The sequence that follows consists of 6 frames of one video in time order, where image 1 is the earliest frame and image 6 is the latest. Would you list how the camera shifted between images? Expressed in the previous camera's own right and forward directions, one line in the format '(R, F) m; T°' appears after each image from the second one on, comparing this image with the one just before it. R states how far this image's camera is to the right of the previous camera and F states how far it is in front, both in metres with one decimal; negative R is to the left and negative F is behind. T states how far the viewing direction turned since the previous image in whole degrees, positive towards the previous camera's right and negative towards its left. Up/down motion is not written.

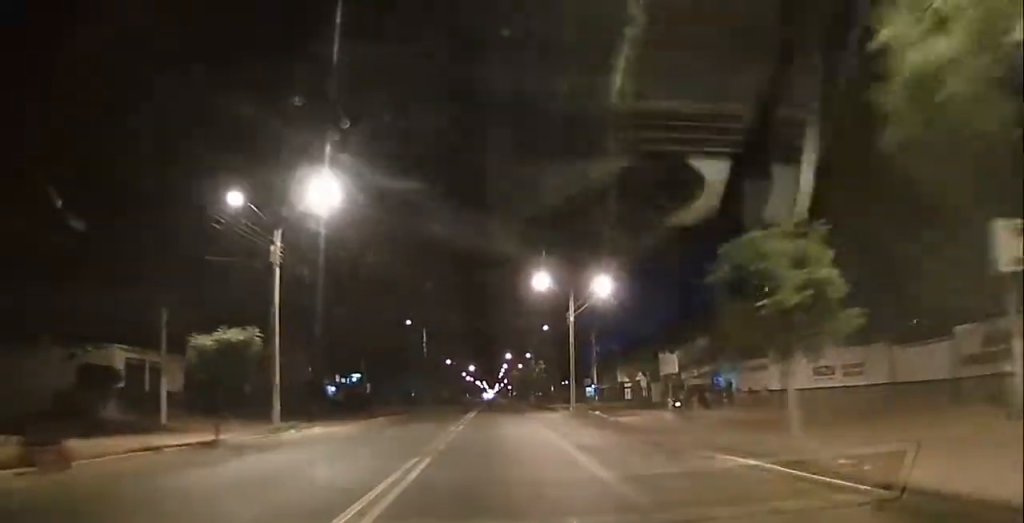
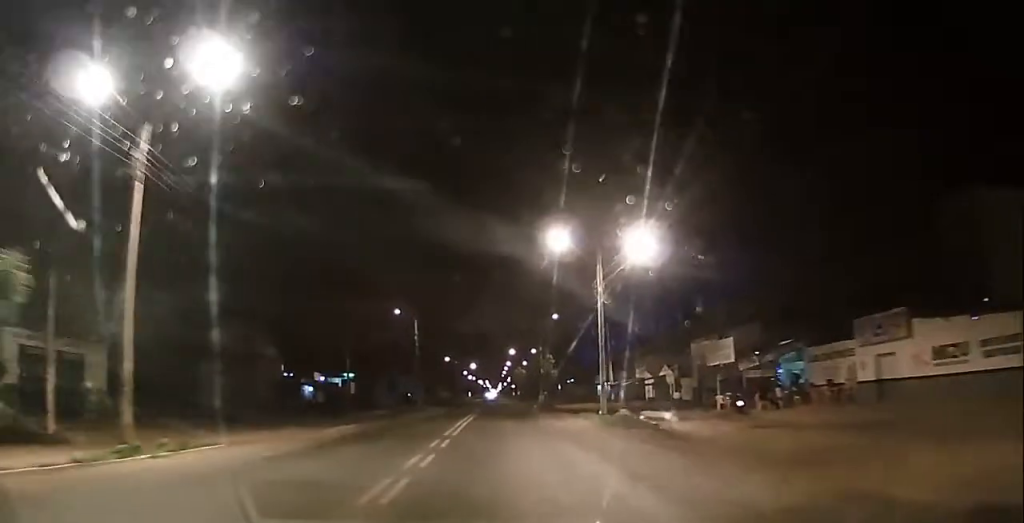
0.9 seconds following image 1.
(-0.2, +10.6) m; -2°
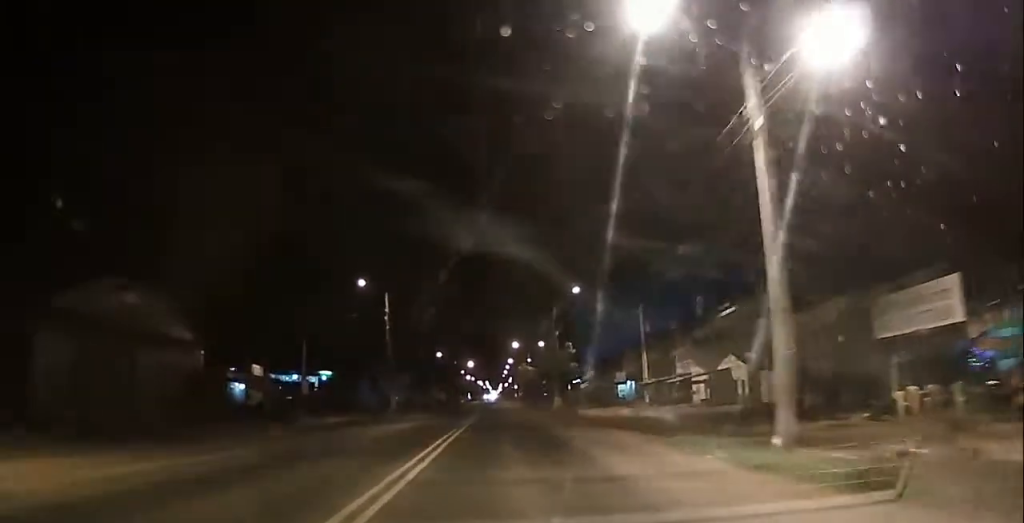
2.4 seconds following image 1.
(-0.2, +18.5) m; +1°
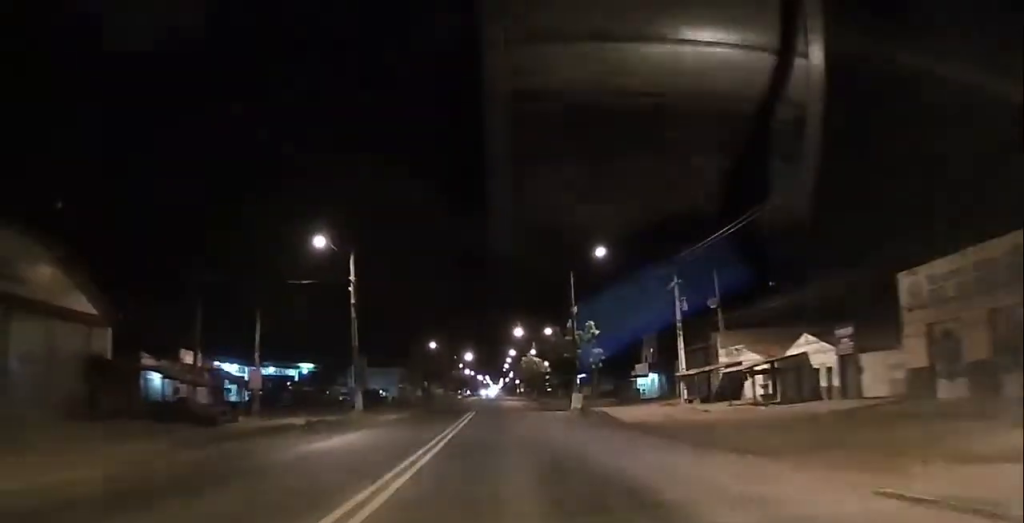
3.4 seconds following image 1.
(+0.3, +12.6) m; -1°
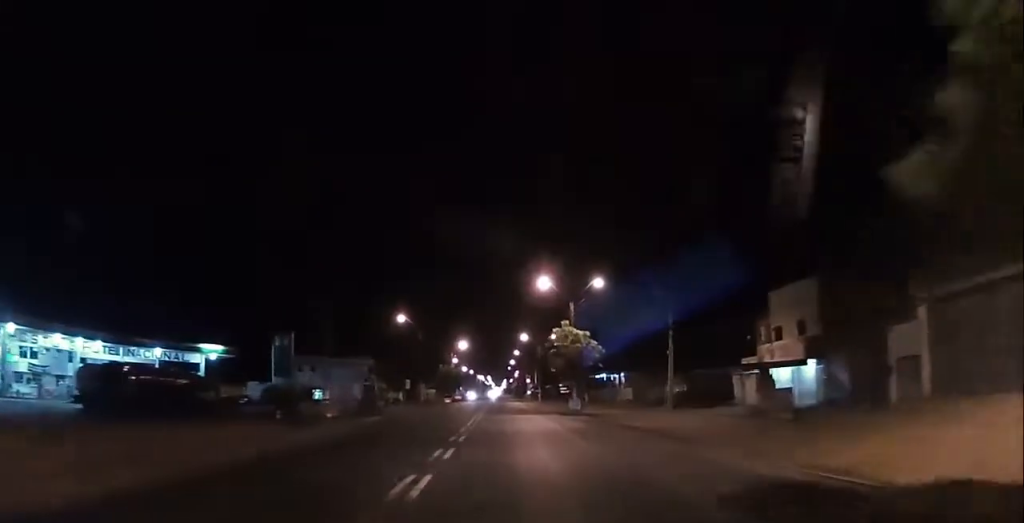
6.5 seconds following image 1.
(-0.1, +39.2) m; 0°
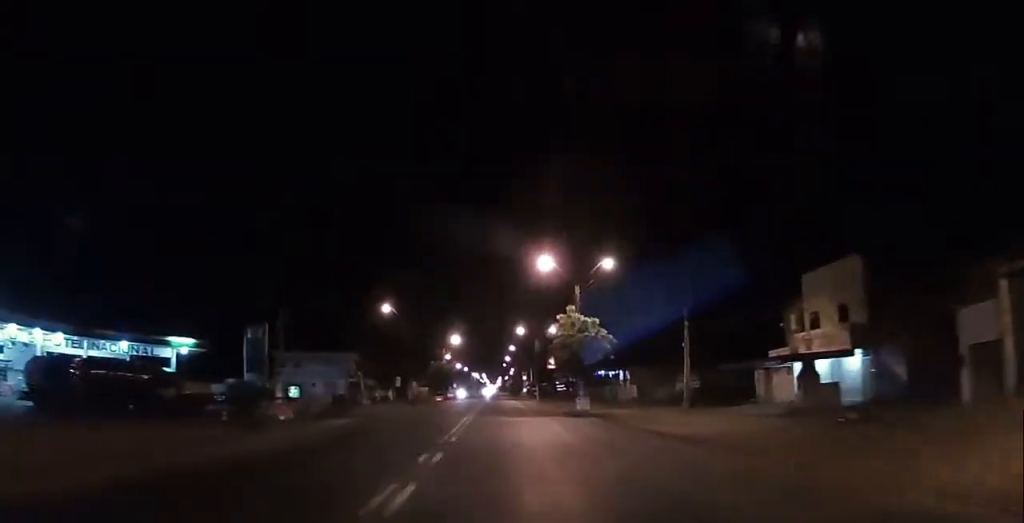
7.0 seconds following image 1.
(-0.2, +6.1) m; -1°
